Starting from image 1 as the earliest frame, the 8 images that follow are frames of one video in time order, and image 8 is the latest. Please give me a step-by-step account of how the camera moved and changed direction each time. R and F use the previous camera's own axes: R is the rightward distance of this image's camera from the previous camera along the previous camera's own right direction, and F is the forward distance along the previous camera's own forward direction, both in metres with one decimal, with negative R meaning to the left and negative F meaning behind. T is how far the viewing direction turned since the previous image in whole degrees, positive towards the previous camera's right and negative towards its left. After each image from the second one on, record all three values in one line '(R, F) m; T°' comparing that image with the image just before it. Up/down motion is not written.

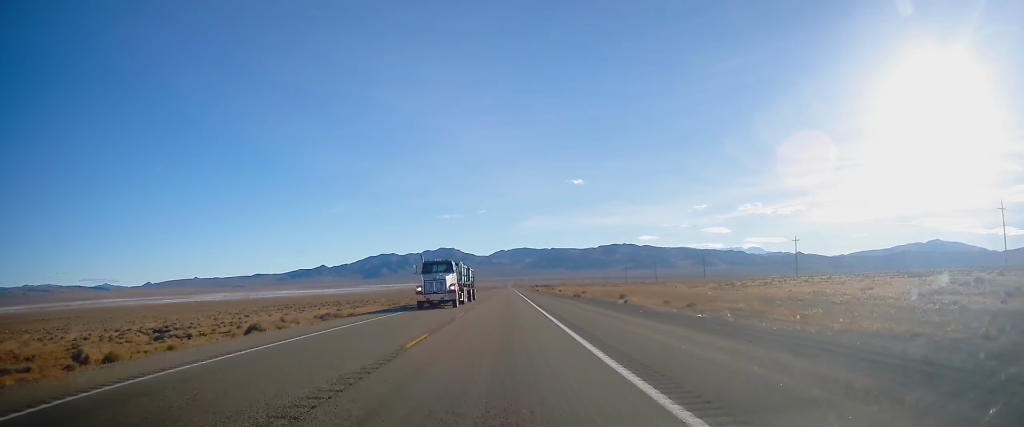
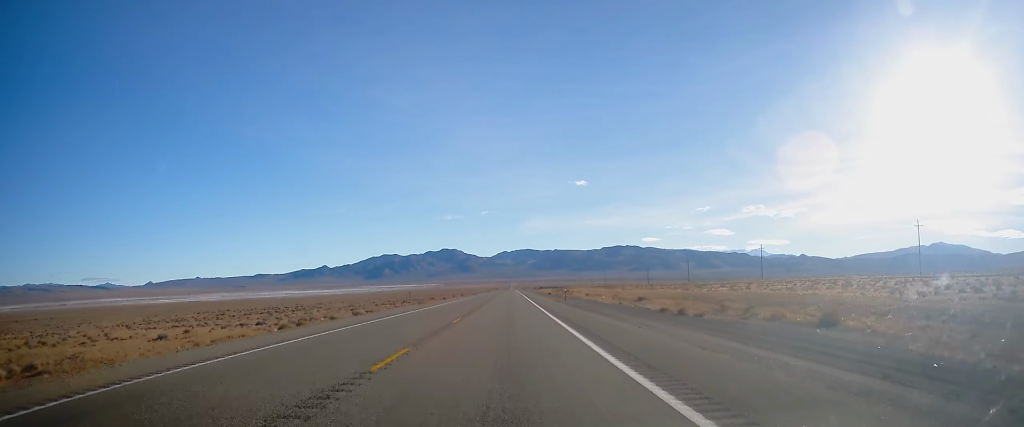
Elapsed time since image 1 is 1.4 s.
(+0.2, +51.7) m; 0°
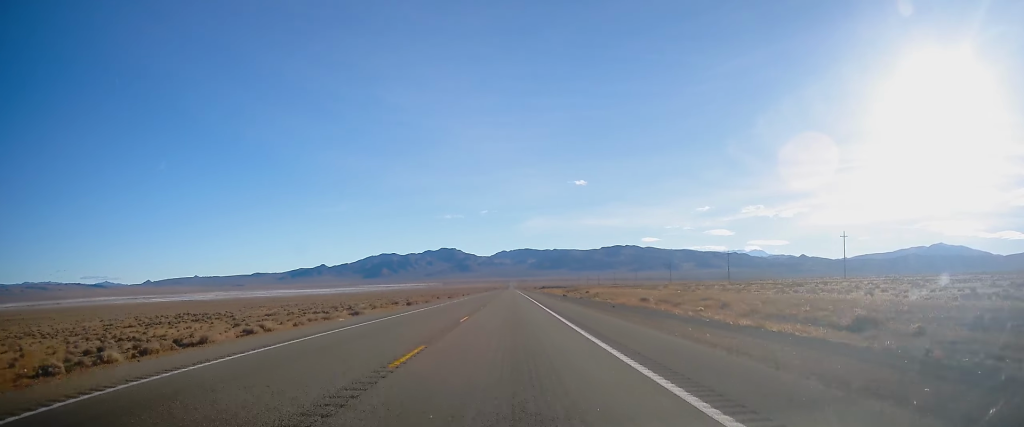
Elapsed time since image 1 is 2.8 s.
(-0.4, +47.9) m; 0°
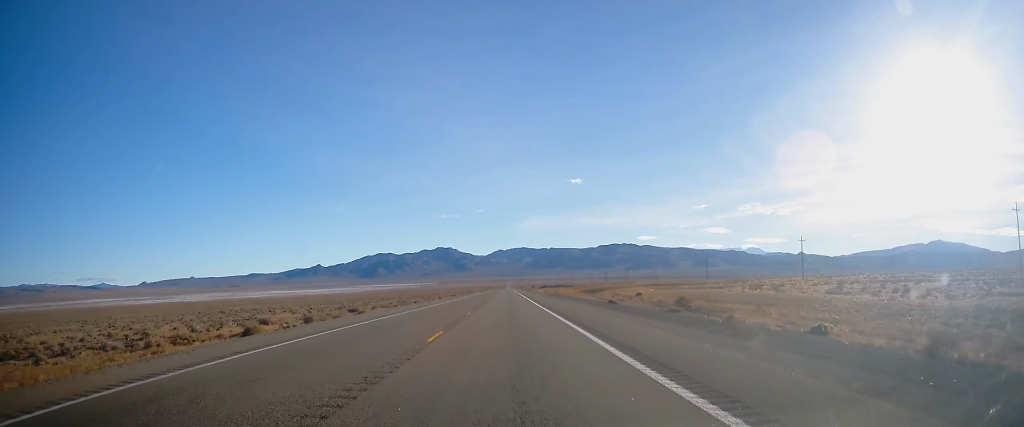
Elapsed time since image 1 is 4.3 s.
(+0.8, +55.8) m; +1°
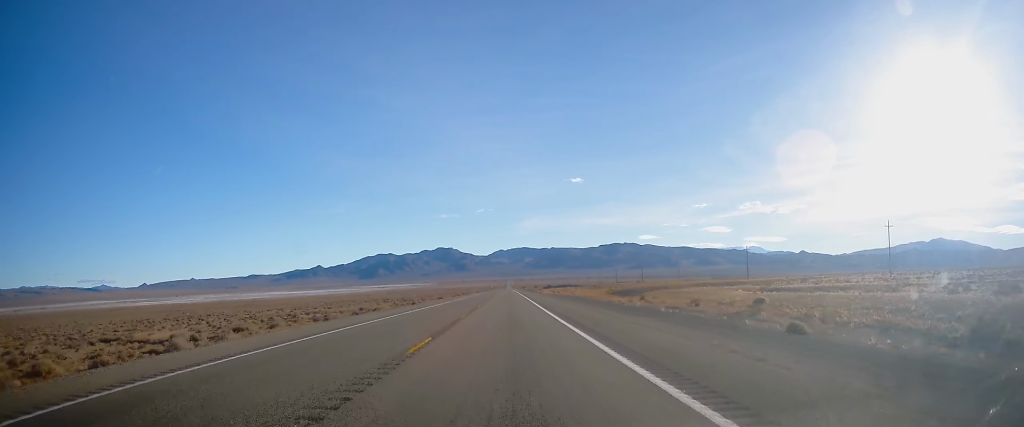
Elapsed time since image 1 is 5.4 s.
(-0.2, +38.1) m; 0°
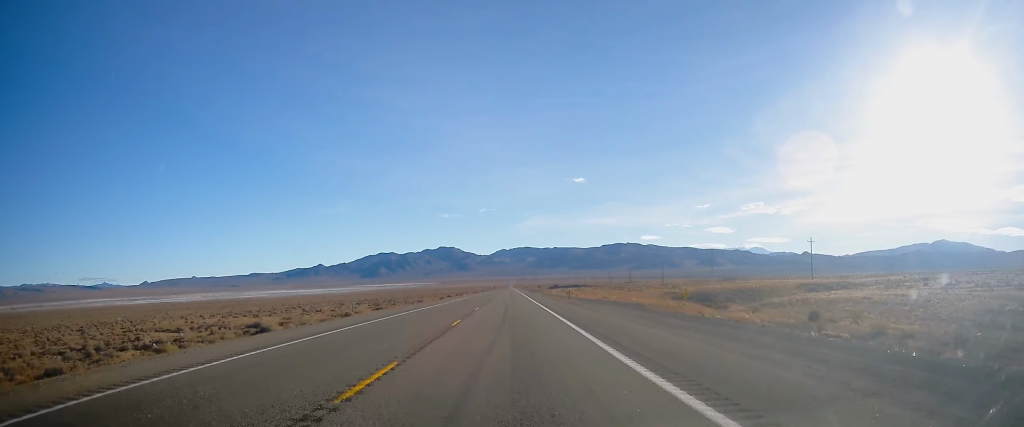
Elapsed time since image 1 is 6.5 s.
(0.0, +40.7) m; 0°
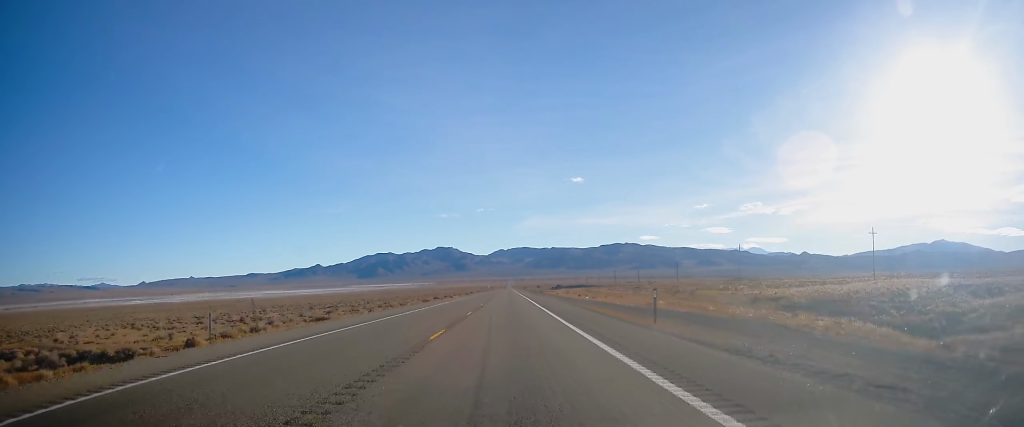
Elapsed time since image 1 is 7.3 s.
(+0.1, +28.7) m; 0°
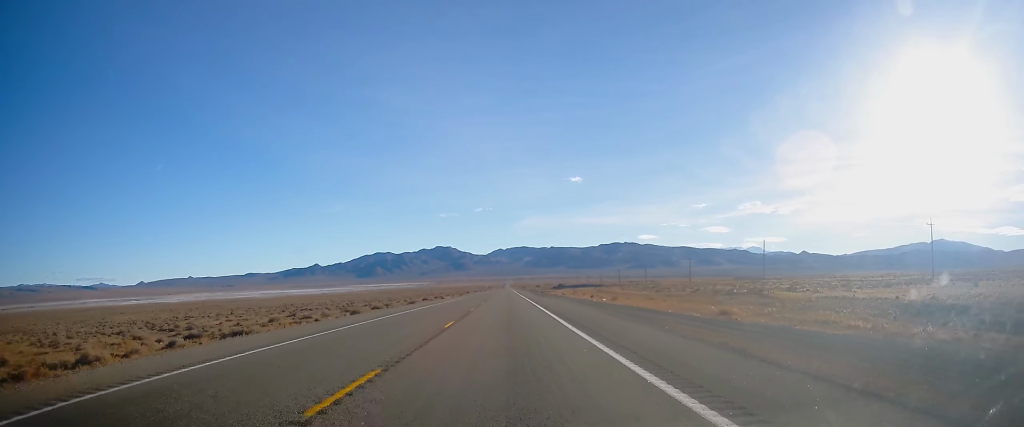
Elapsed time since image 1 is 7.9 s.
(-0.2, +20.4) m; 0°
